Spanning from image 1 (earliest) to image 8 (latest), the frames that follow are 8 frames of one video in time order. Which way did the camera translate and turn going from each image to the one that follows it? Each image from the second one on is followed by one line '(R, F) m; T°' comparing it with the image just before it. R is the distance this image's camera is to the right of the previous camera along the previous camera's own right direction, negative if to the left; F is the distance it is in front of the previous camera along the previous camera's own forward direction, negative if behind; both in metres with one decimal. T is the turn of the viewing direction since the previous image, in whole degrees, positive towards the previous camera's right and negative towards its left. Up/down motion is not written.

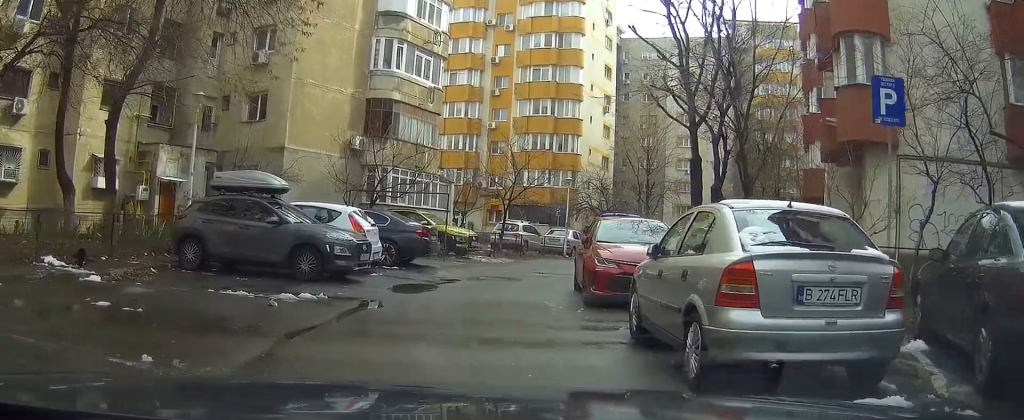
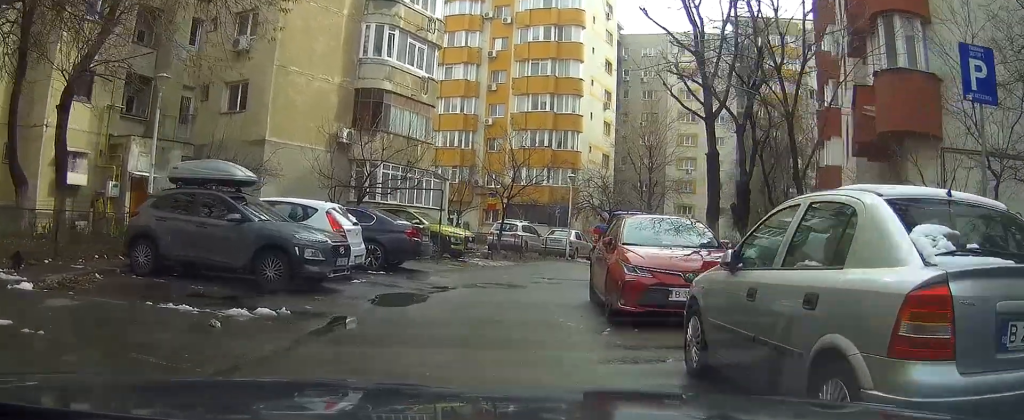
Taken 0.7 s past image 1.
(-0.1, +2.8) m; 0°
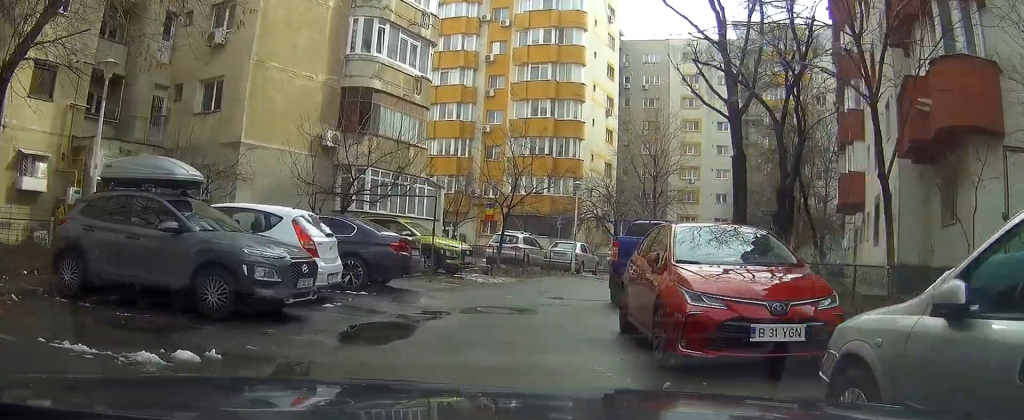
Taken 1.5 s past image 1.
(+0.1, +3.0) m; +2°
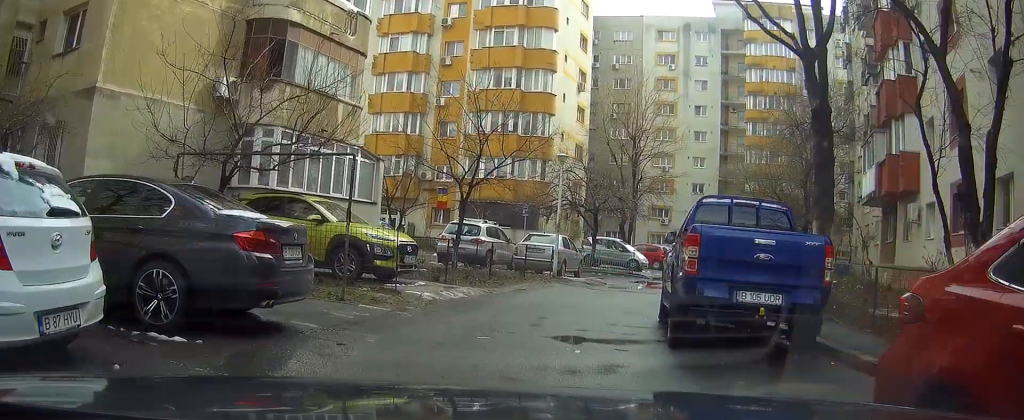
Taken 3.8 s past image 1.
(+0.6, +7.9) m; +7°
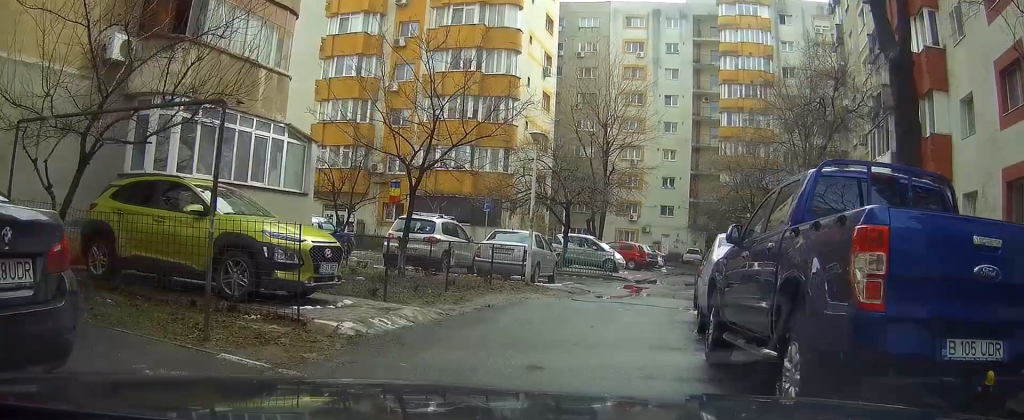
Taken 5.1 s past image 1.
(-0.2, +4.5) m; +1°
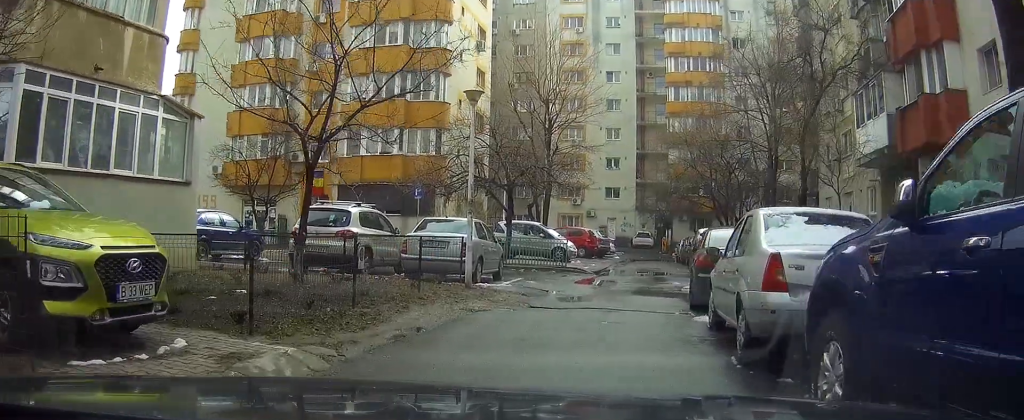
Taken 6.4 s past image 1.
(+0.3, +4.3) m; +10°
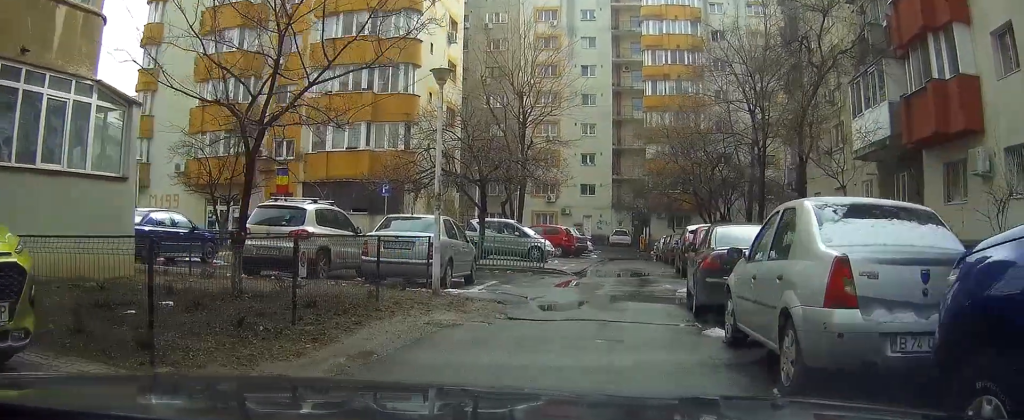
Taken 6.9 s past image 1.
(+0.1, +1.9) m; +4°
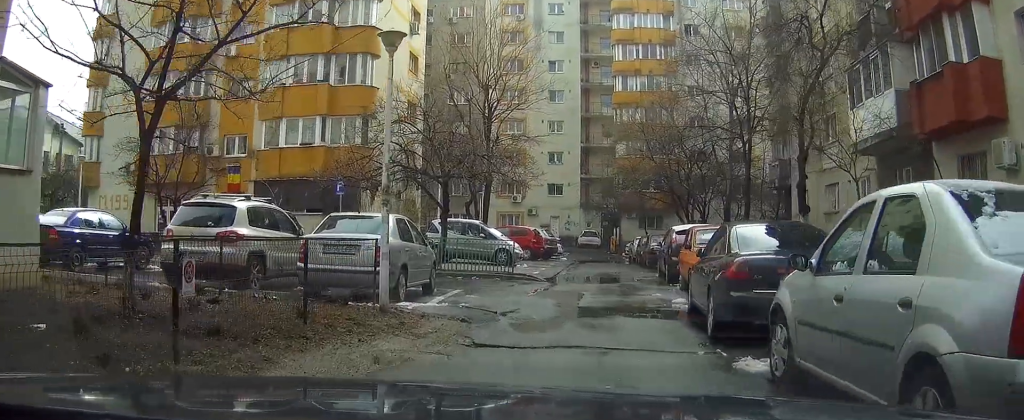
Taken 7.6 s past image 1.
(+0.1, +2.7) m; -3°
